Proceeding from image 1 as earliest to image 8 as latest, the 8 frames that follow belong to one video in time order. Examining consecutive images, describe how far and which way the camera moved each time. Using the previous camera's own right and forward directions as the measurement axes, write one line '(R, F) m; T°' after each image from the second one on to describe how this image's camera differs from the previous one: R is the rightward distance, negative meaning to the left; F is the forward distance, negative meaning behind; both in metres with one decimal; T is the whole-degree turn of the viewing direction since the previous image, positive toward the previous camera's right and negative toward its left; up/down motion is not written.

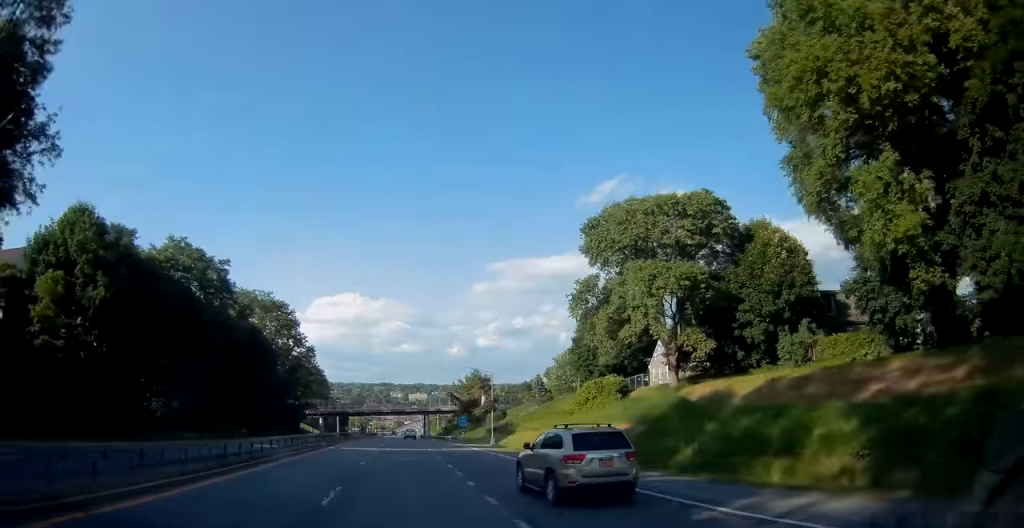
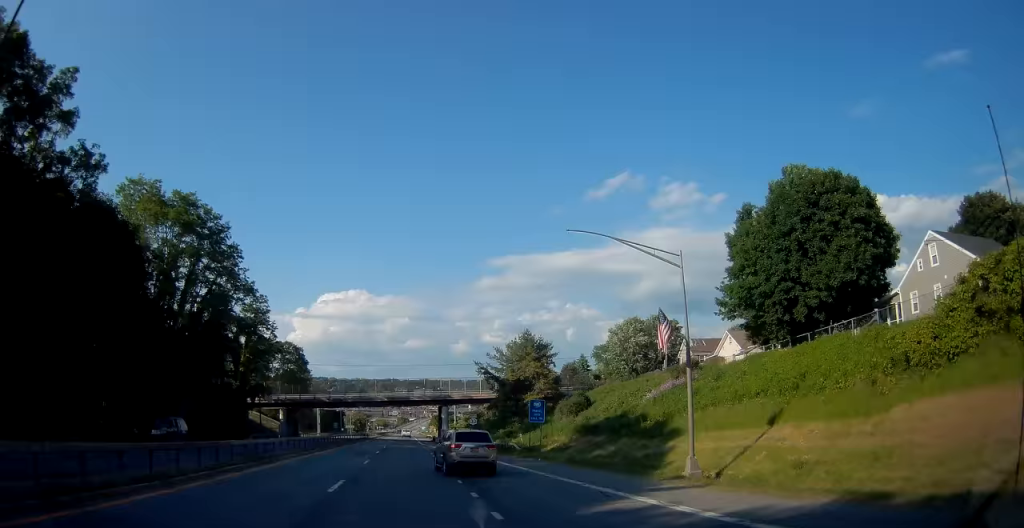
(-1.1, +47.0) m; -1°
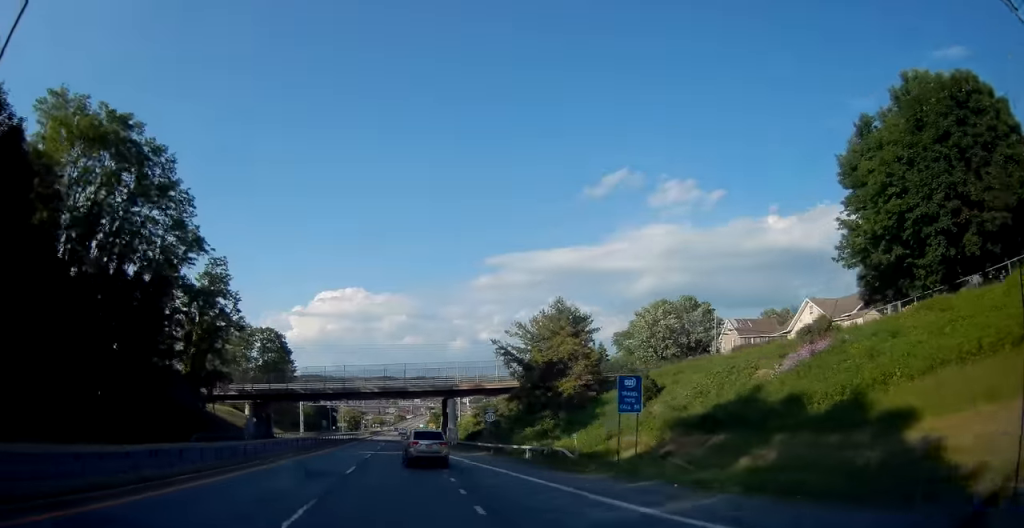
(+0.4, +17.7) m; 0°
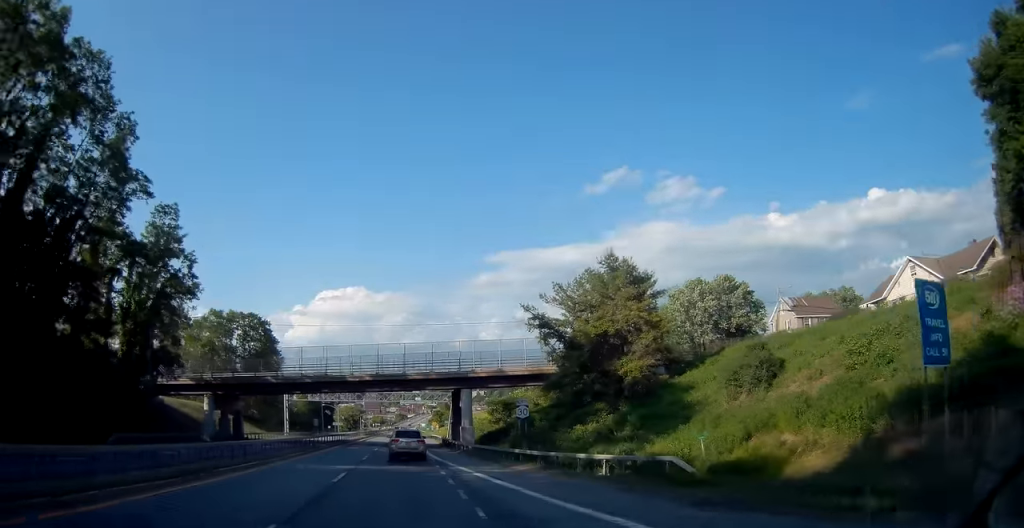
(-0.2, +15.4) m; 0°
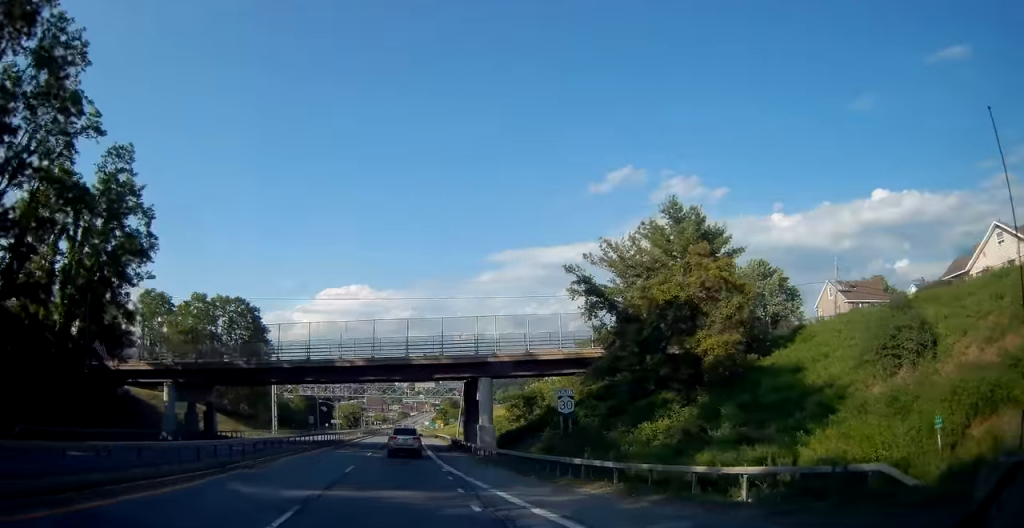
(-0.1, +10.6) m; 0°
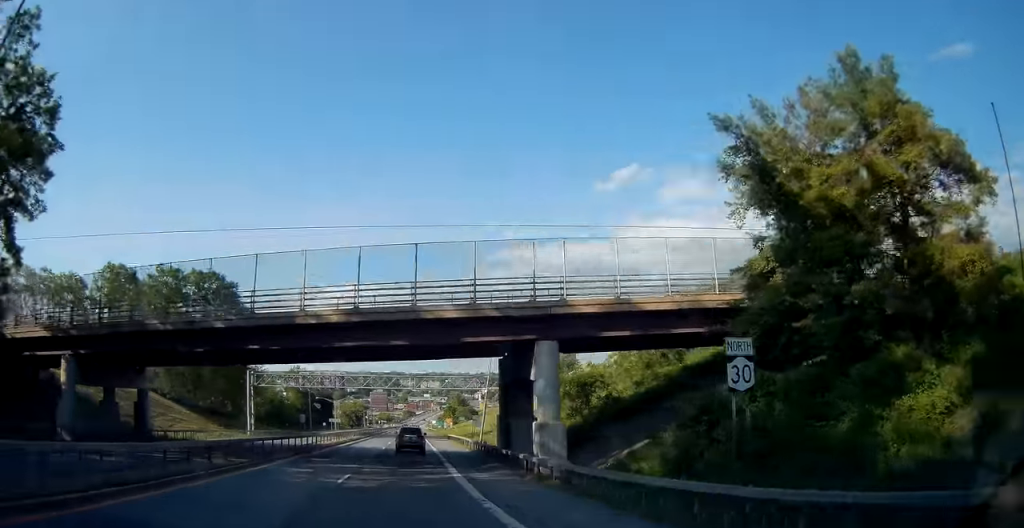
(+0.2, +16.3) m; 0°
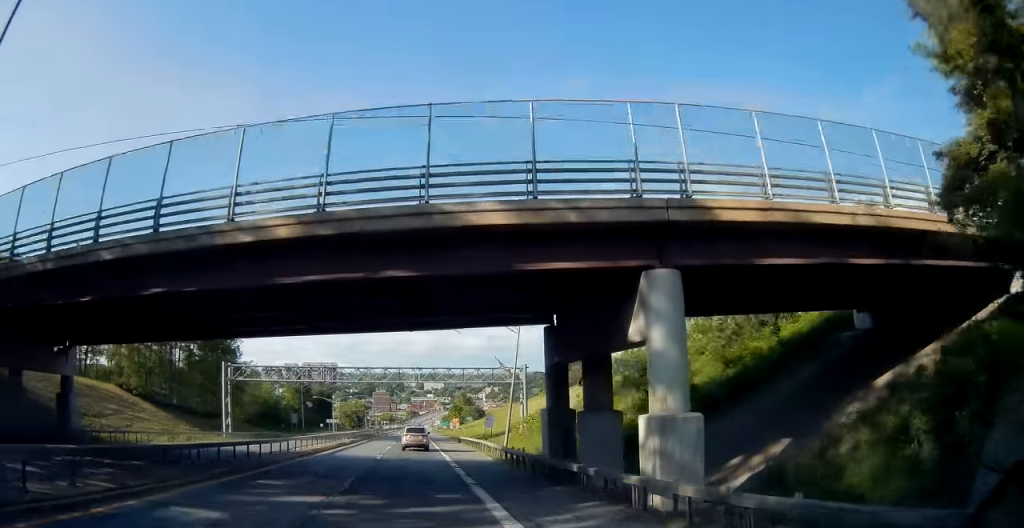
(-0.1, +10.9) m; 0°
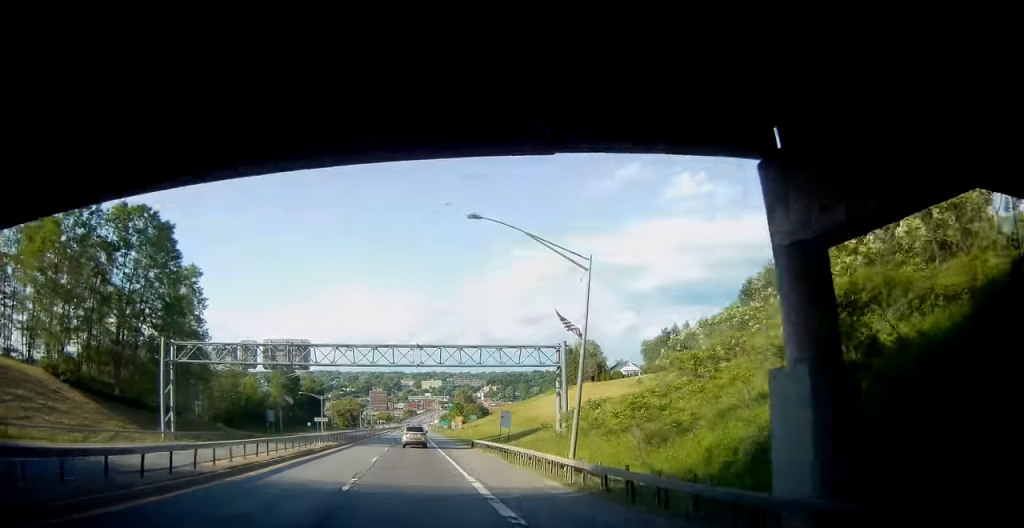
(-0.1, +15.5) m; 0°
